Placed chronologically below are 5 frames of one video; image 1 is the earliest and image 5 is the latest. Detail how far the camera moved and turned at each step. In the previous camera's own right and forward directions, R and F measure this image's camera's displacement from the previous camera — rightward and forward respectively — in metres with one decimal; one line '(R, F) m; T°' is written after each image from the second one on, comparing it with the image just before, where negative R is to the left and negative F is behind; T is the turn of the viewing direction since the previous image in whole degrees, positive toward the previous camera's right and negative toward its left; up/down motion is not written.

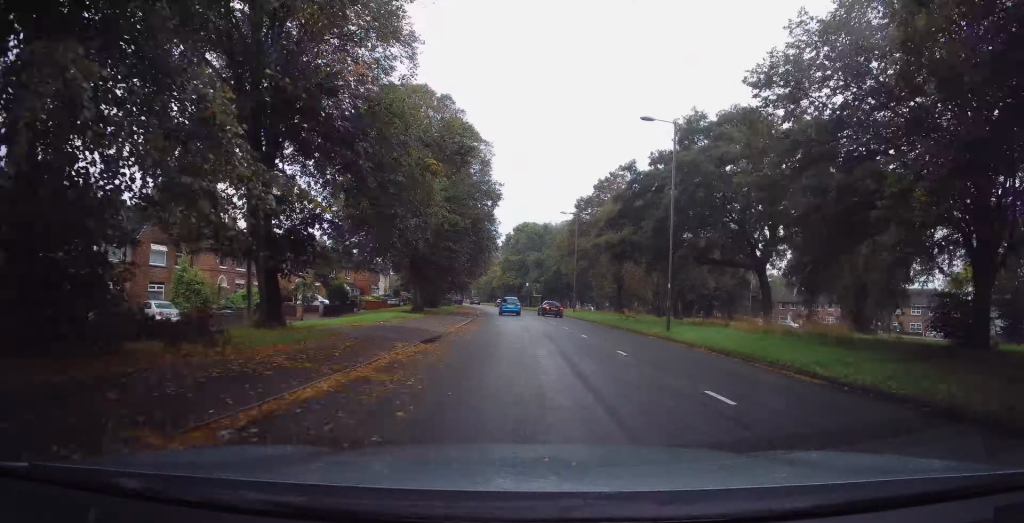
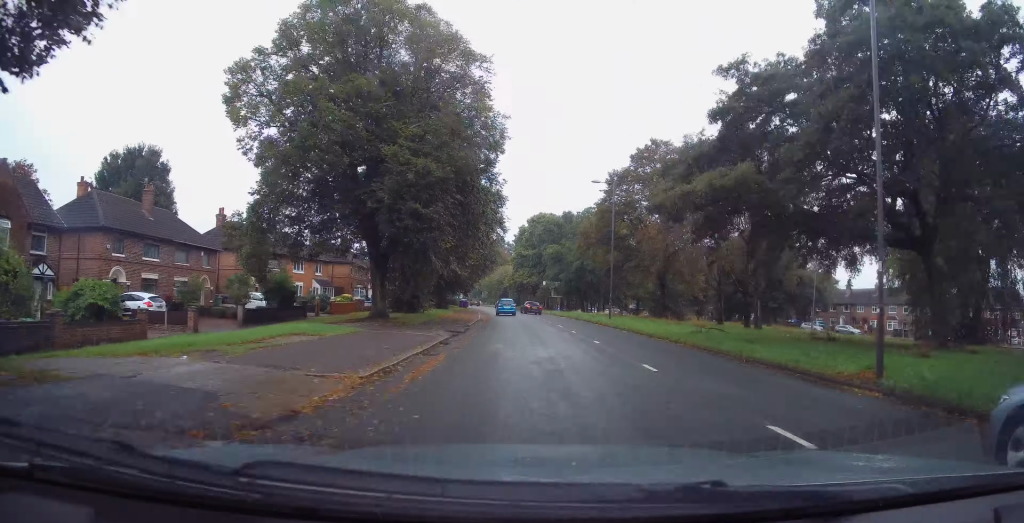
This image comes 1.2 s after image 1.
(0.0, +14.8) m; -1°
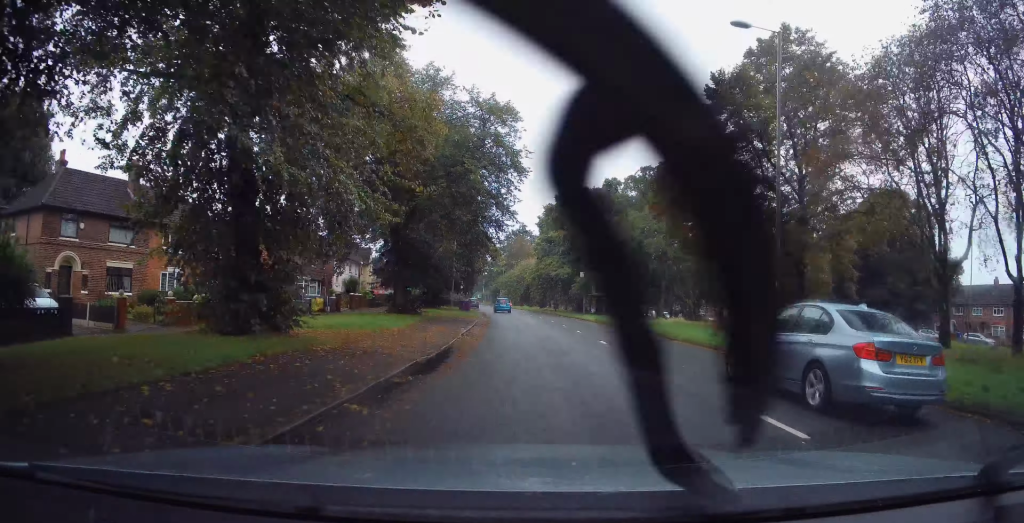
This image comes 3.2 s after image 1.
(-1.0, +23.8) m; -3°
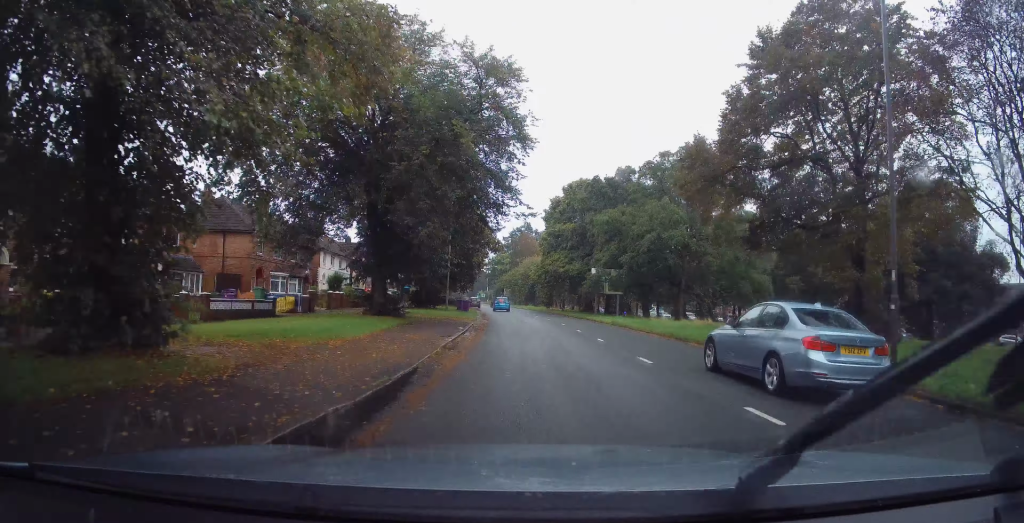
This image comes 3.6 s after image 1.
(+0.2, +5.5) m; 0°
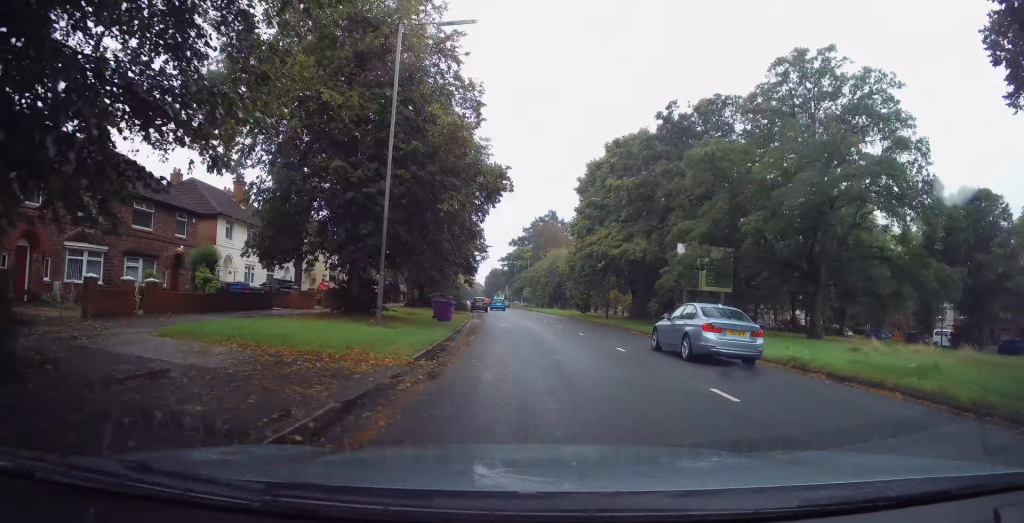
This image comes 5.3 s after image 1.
(-0.5, +22.0) m; -1°
